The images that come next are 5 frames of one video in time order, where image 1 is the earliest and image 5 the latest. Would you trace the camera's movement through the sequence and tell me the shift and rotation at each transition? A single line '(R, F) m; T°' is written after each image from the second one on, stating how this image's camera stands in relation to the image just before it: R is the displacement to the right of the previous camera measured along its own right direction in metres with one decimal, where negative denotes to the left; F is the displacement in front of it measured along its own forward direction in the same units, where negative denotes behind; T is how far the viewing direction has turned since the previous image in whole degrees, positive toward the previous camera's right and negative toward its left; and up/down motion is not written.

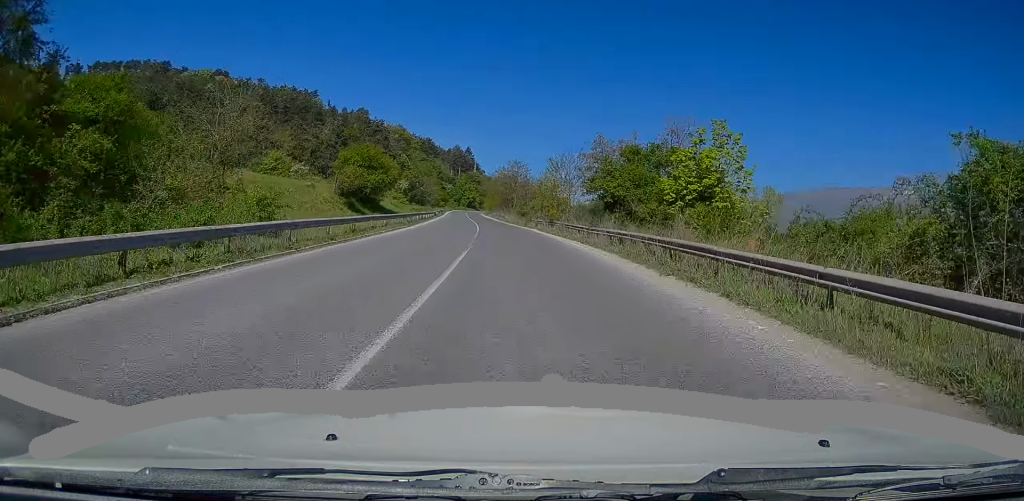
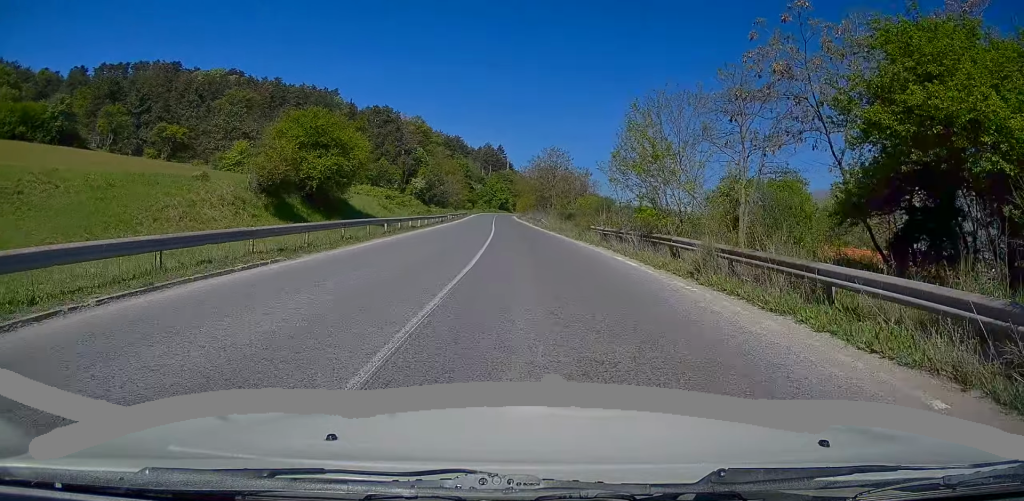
(-1.0, +22.1) m; -4°
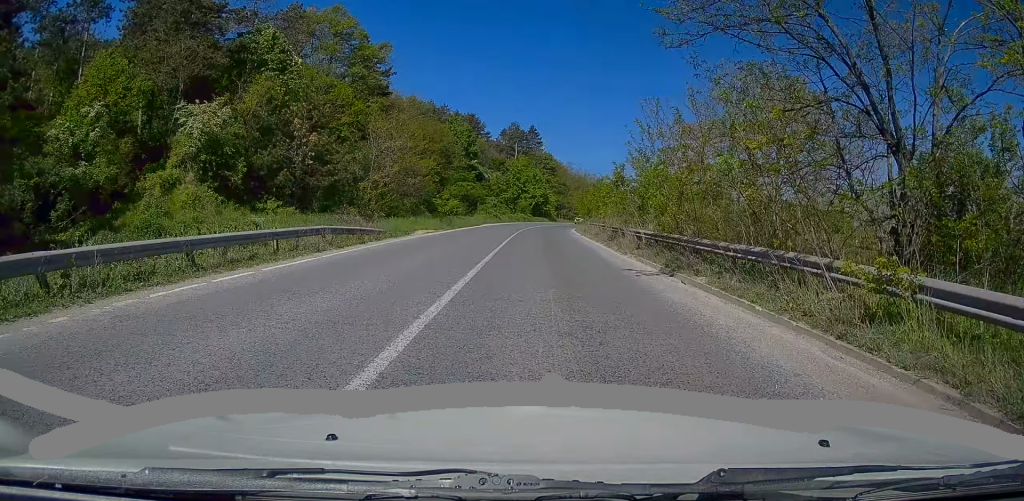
(-4.2, +87.8) m; -3°
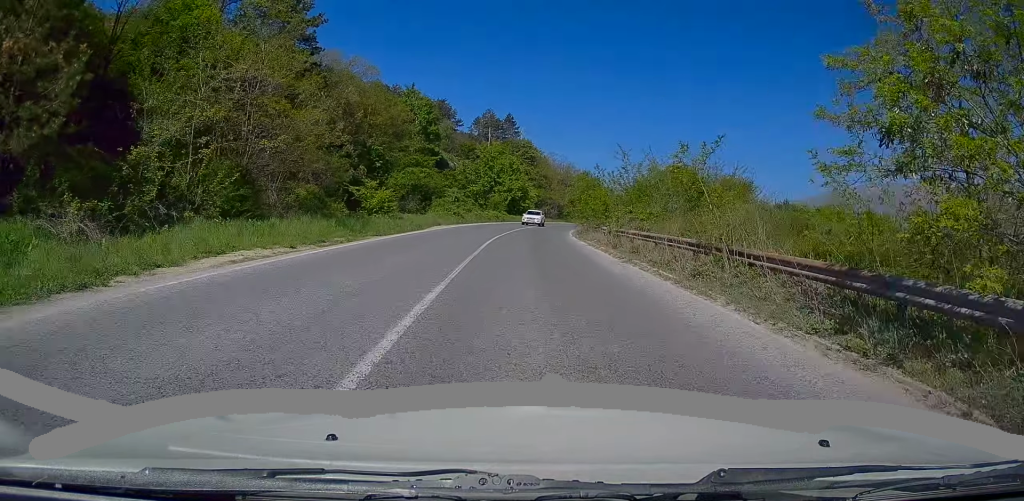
(0.0, +20.7) m; +1°
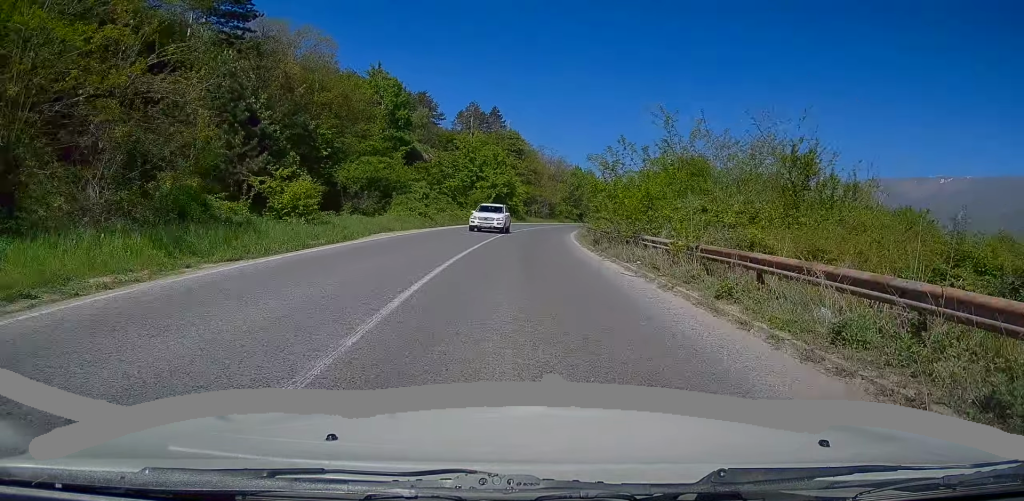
(0.0, +12.2) m; +1°
